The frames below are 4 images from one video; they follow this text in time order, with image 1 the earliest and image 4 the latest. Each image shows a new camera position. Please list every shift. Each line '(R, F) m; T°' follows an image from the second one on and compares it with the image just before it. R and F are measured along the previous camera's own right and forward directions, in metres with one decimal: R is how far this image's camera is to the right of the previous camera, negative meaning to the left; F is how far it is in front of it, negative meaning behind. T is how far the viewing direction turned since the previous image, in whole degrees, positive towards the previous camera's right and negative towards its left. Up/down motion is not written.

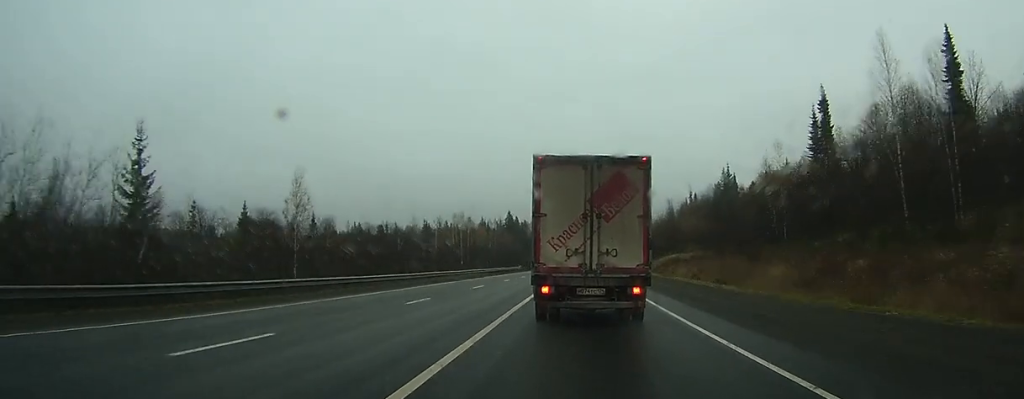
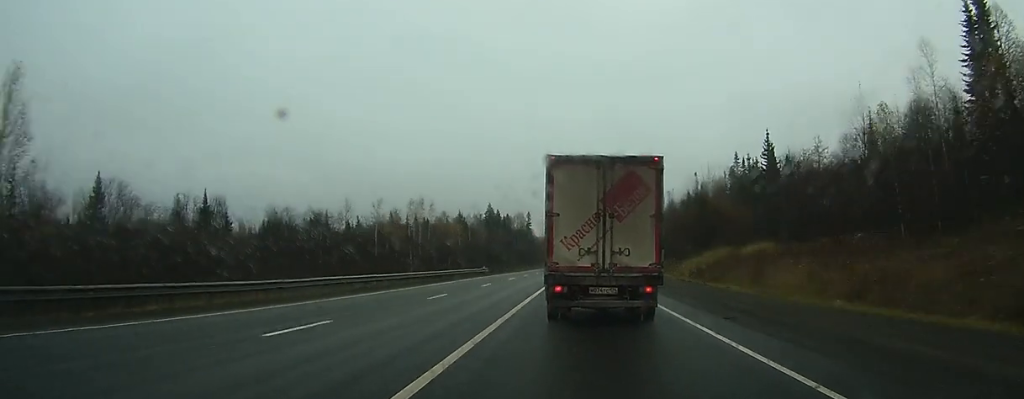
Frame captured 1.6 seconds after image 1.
(+0.2, +33.1) m; +1°
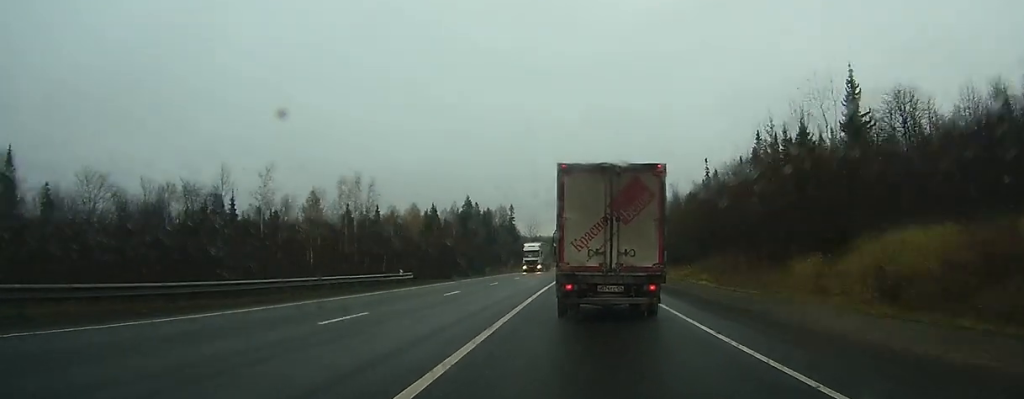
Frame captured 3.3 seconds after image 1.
(+0.6, +34.1) m; +1°
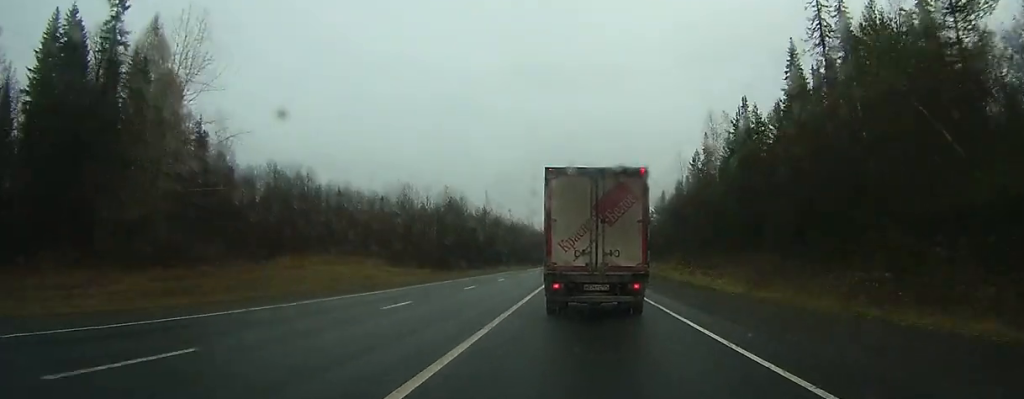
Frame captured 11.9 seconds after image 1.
(+8.3, +173.6) m; +5°
